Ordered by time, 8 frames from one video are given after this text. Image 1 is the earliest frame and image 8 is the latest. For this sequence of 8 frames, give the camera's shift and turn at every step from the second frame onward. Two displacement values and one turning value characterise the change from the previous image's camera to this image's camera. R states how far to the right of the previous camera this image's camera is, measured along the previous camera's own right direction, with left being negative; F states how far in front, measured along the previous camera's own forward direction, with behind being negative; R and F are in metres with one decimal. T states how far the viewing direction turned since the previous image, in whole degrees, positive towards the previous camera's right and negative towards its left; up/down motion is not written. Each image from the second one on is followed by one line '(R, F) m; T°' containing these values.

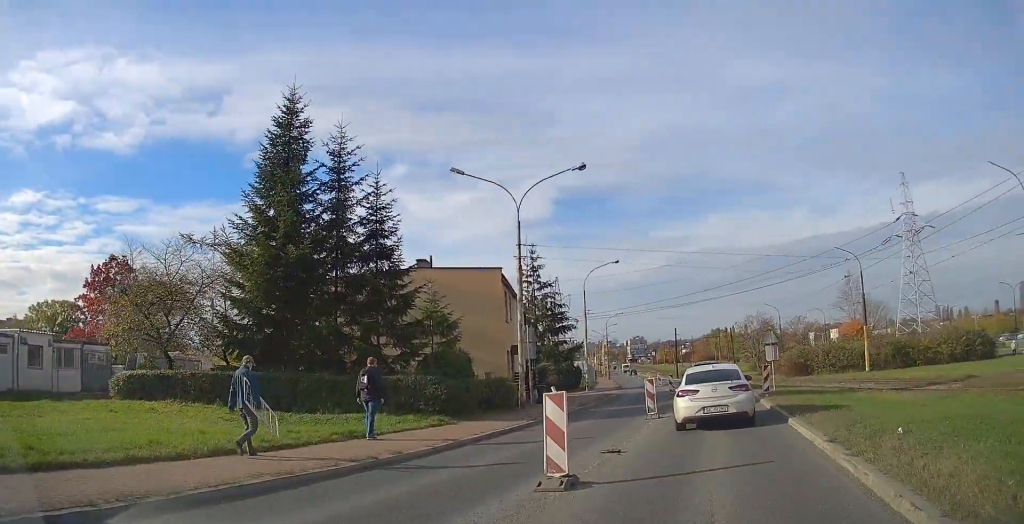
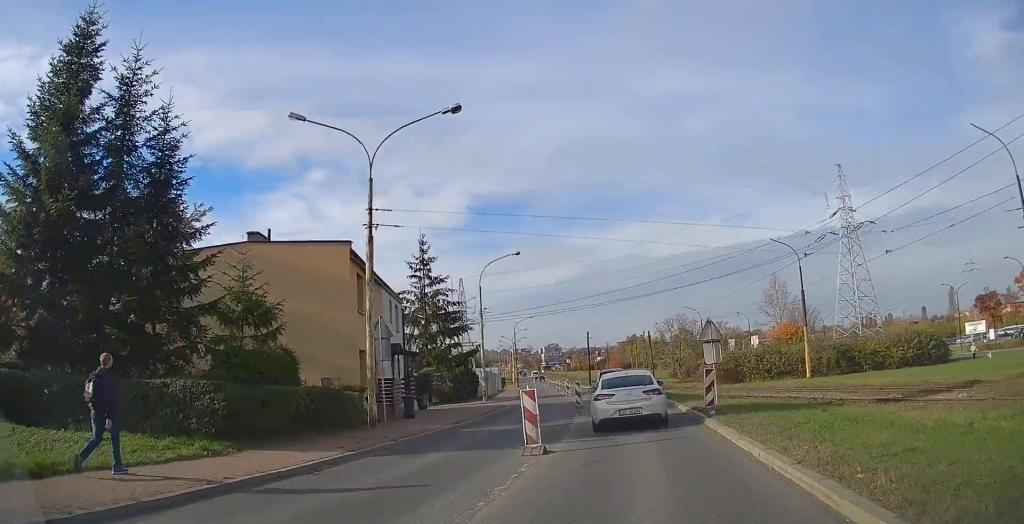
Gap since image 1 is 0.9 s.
(+1.1, +6.8) m; +11°
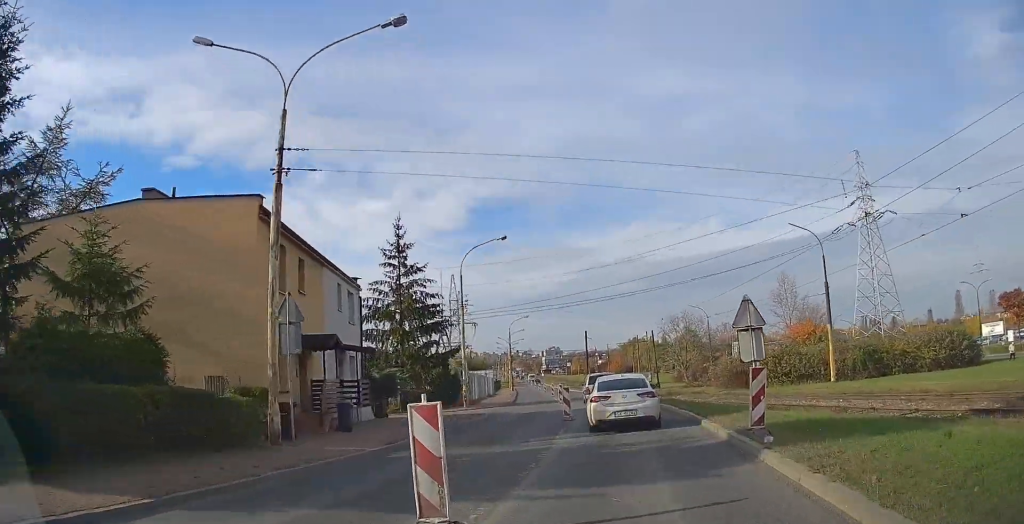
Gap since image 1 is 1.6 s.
(+0.3, +5.8) m; +3°
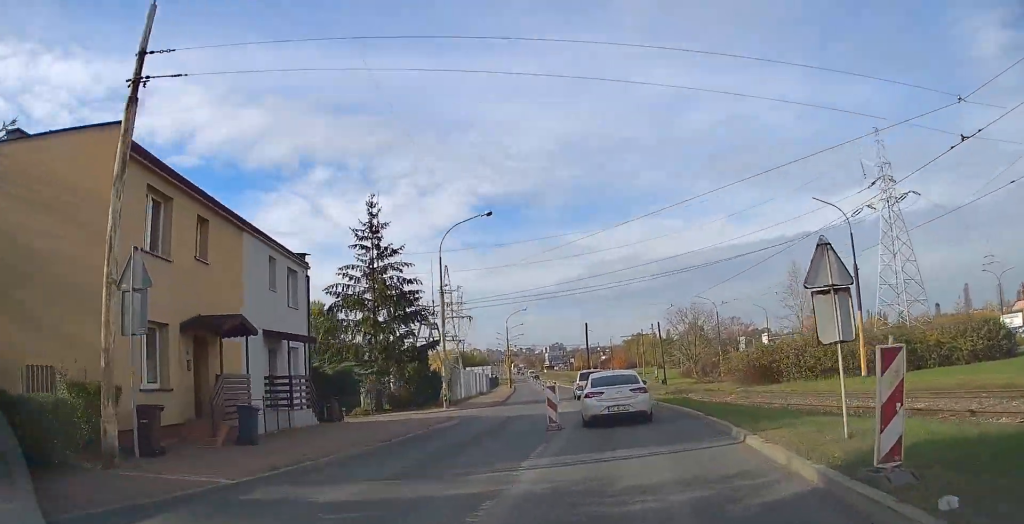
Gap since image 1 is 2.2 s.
(+0.1, +5.2) m; +1°
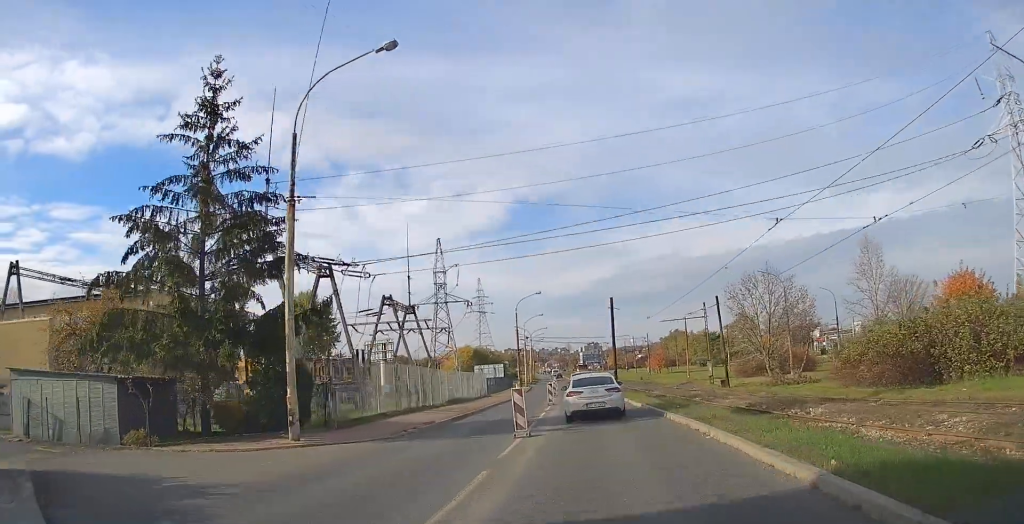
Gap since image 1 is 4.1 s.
(+0.3, +20.2) m; -3°
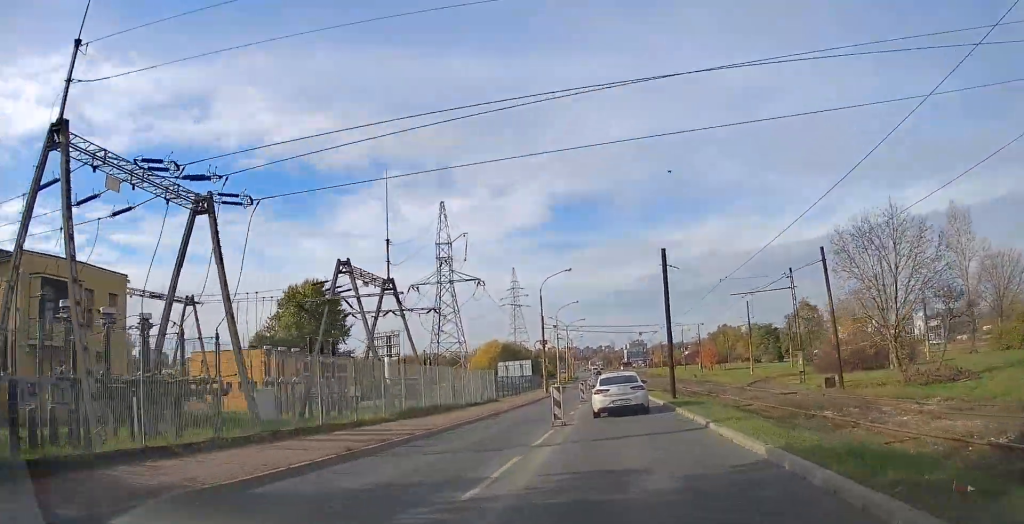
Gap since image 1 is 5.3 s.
(-1.0, +15.5) m; -4°
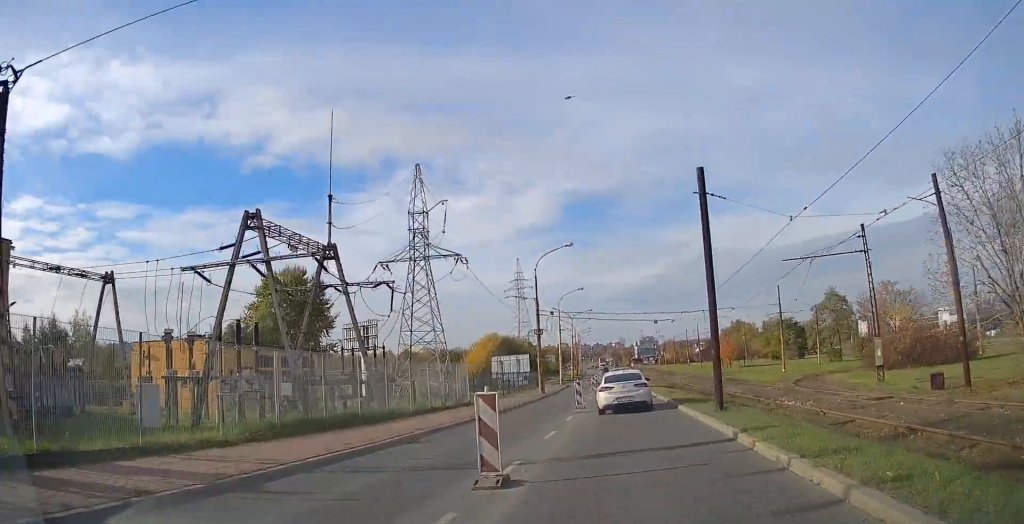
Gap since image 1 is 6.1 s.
(+0.1, +10.5) m; -1°
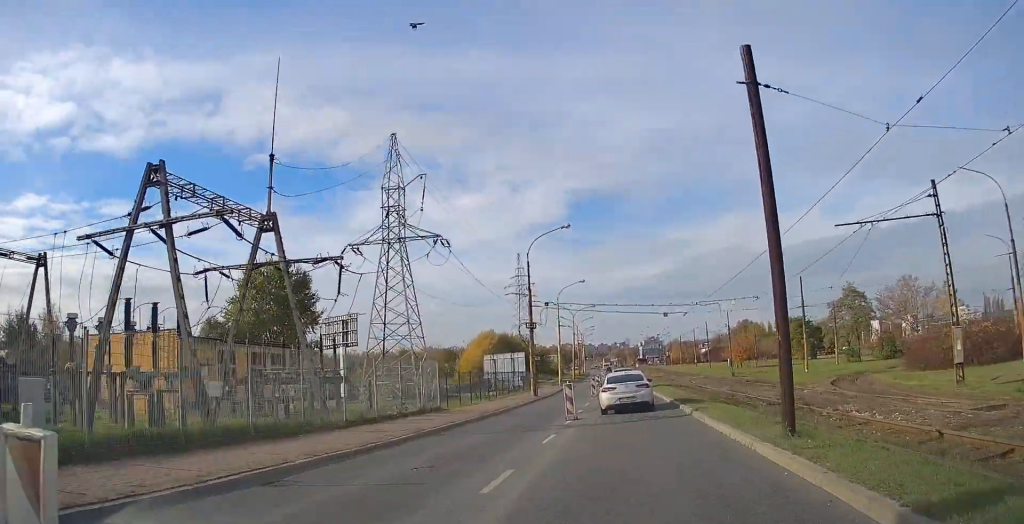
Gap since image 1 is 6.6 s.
(-0.1, +6.9) m; -1°
